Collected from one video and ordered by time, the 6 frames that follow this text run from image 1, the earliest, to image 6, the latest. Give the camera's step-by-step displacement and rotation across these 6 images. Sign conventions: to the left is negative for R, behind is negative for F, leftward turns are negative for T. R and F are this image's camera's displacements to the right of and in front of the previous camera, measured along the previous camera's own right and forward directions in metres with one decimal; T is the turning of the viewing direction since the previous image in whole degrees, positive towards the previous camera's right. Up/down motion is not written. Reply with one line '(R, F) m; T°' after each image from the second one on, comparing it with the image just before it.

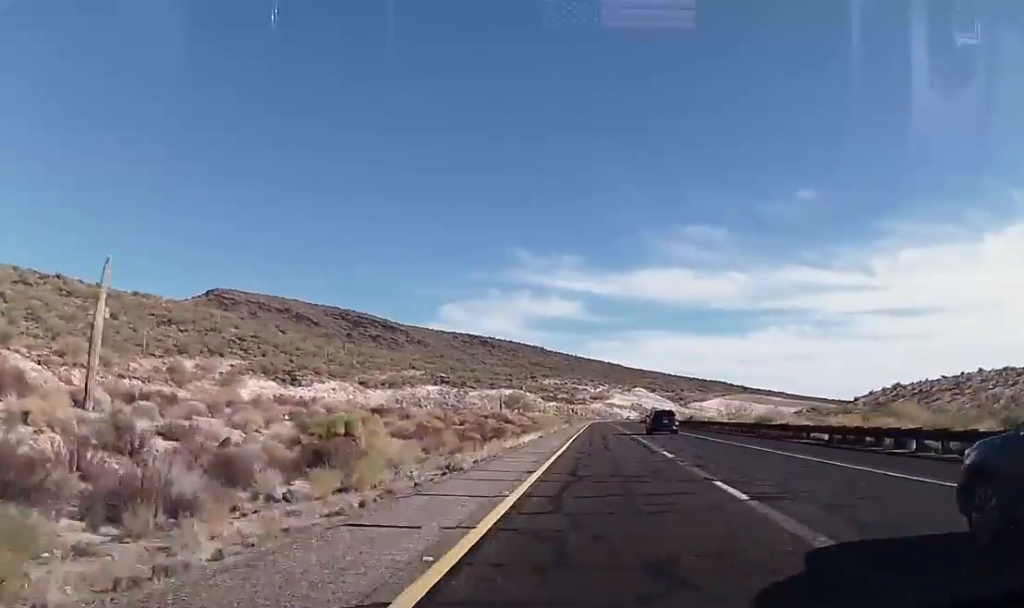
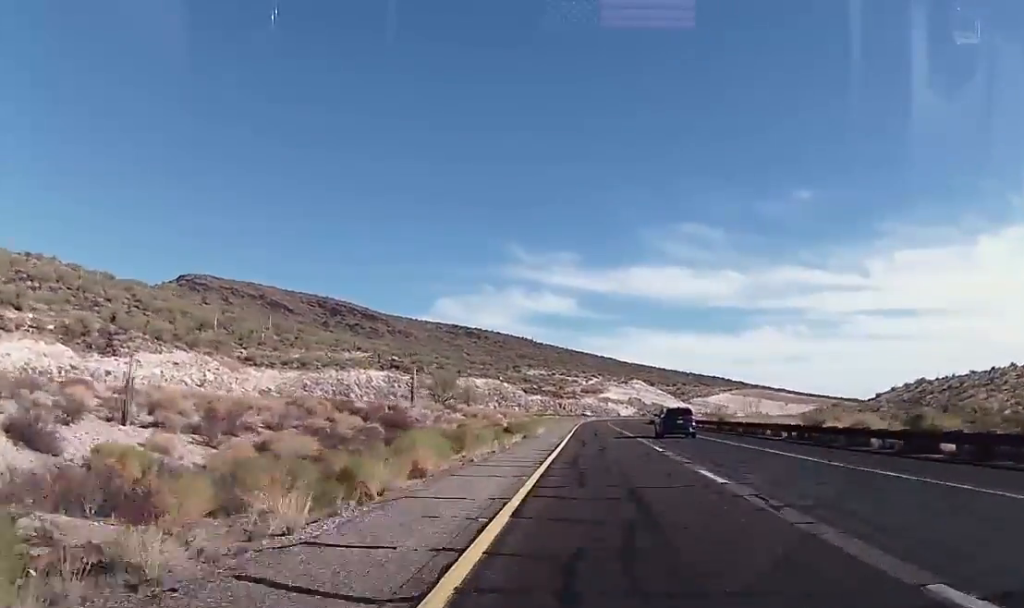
(-0.3, +57.6) m; -1°
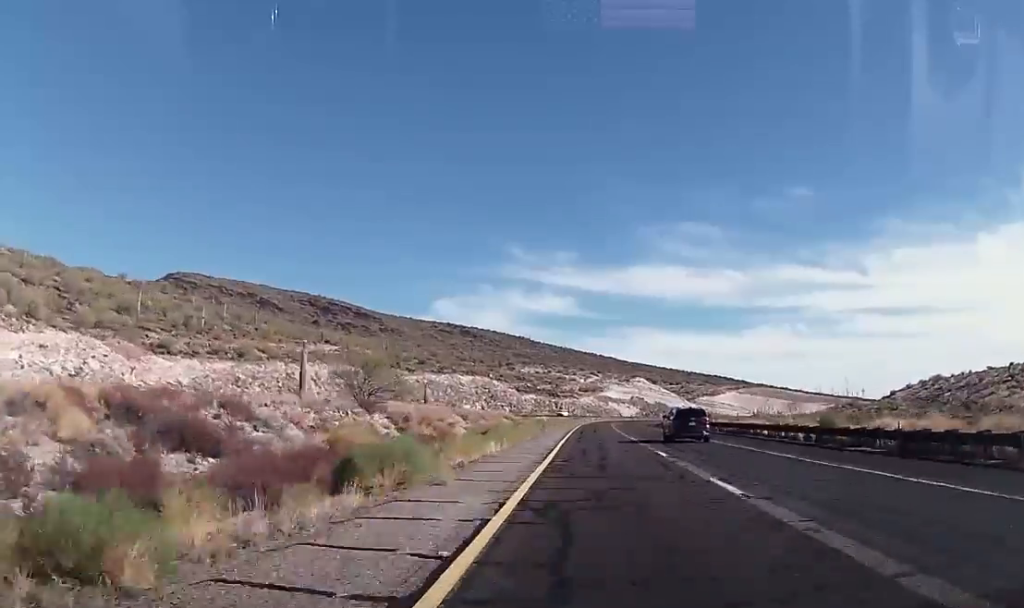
(+0.1, +26.3) m; 0°
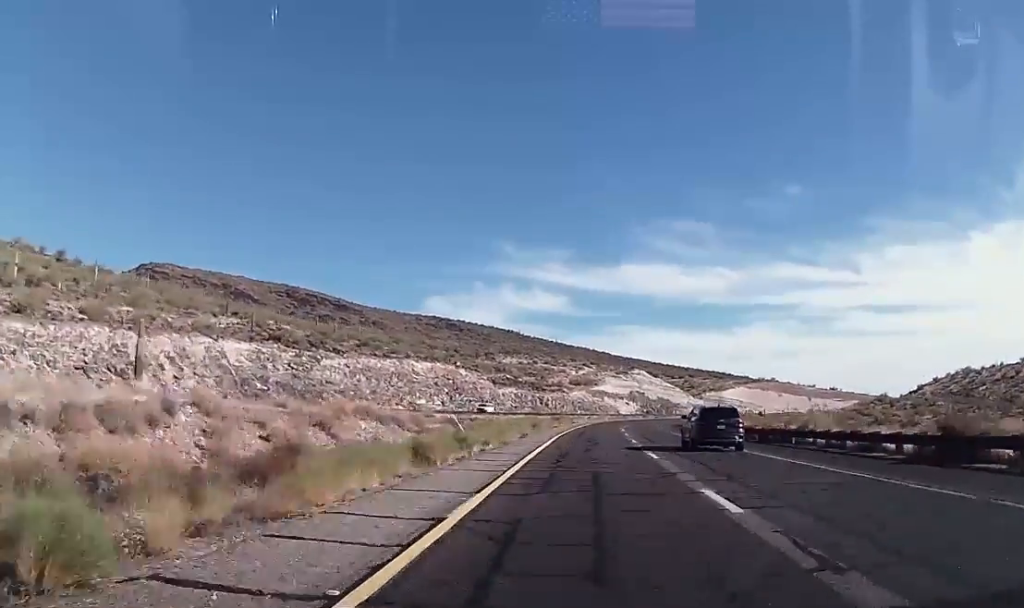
(-0.3, +50.2) m; 0°
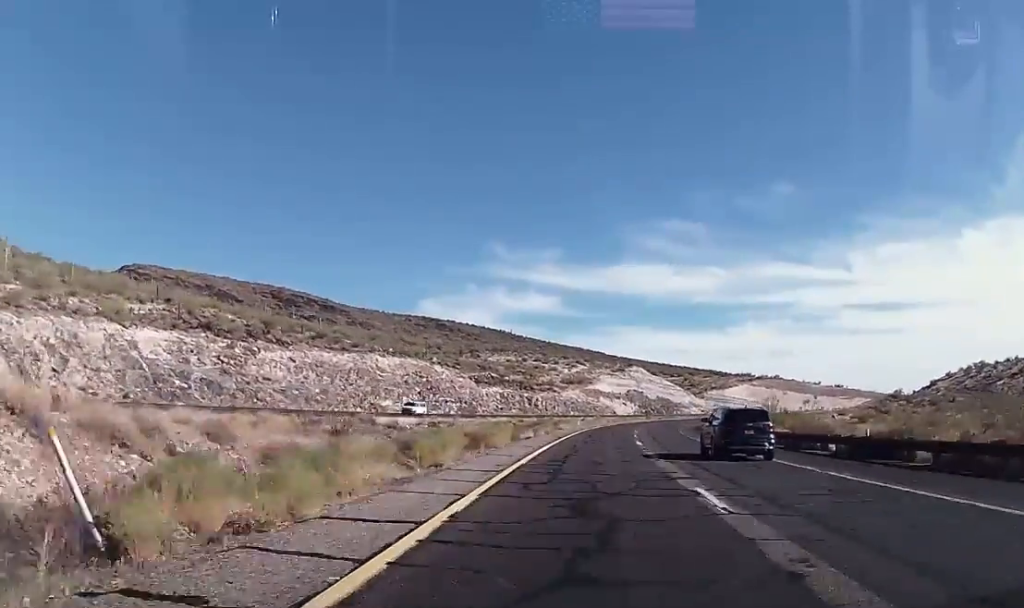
(+0.1, +23.8) m; +1°
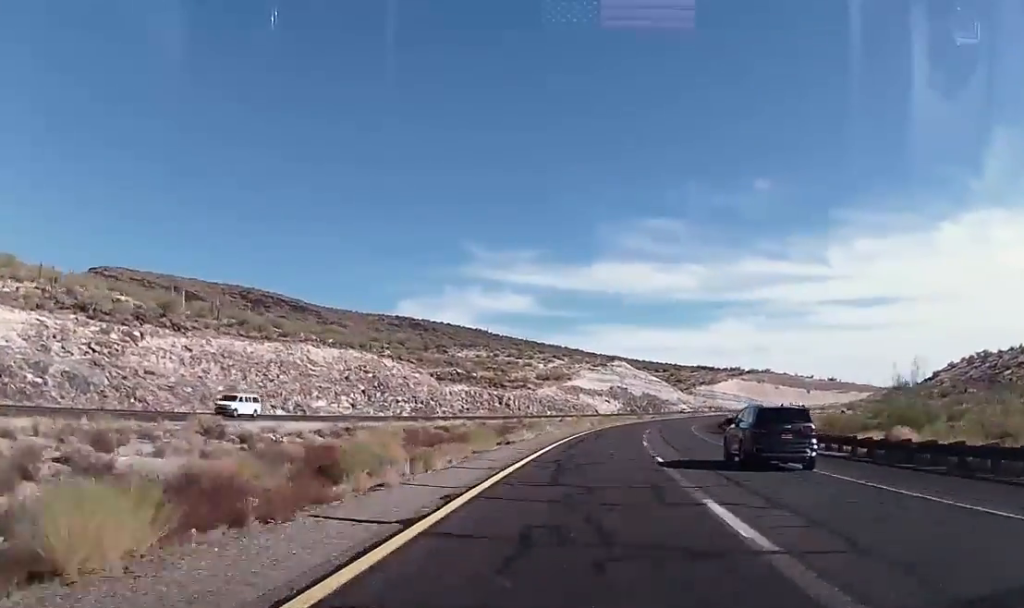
(+0.3, +26.2) m; +1°
